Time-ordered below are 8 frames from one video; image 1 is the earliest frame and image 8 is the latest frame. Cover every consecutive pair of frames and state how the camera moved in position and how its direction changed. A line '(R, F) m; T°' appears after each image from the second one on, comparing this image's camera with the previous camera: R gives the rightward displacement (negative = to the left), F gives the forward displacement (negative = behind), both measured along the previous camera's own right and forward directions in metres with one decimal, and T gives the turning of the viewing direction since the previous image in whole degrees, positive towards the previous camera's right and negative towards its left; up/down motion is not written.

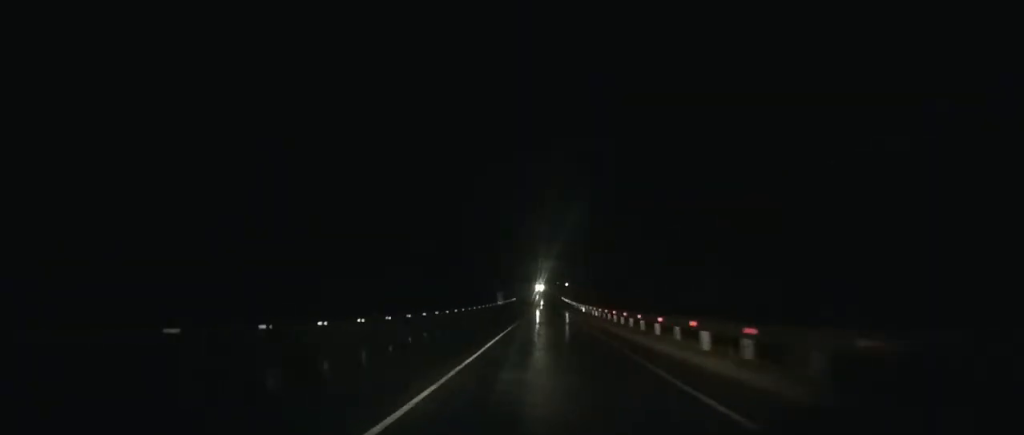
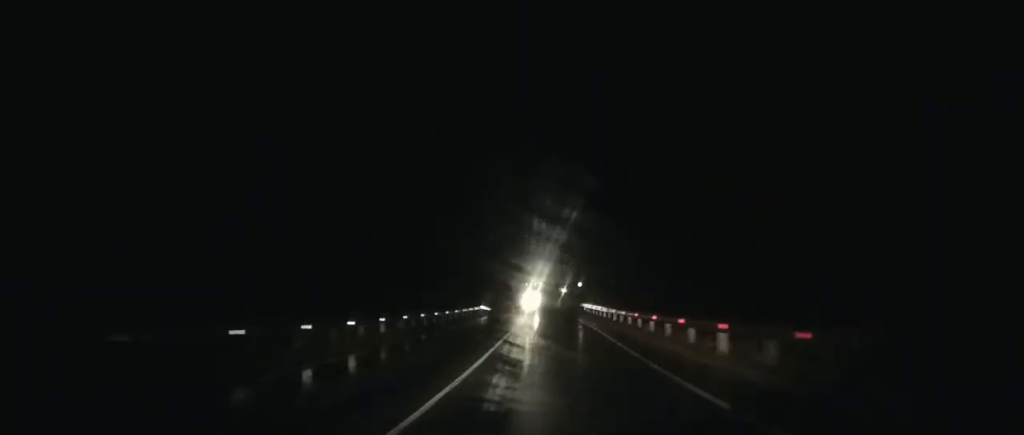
(+0.5, +69.0) m; +1°
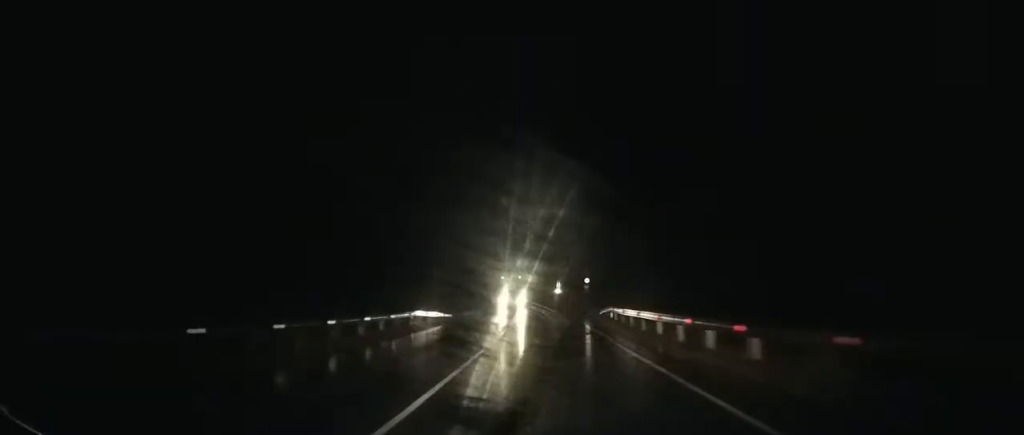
(+0.2, +27.8) m; 0°
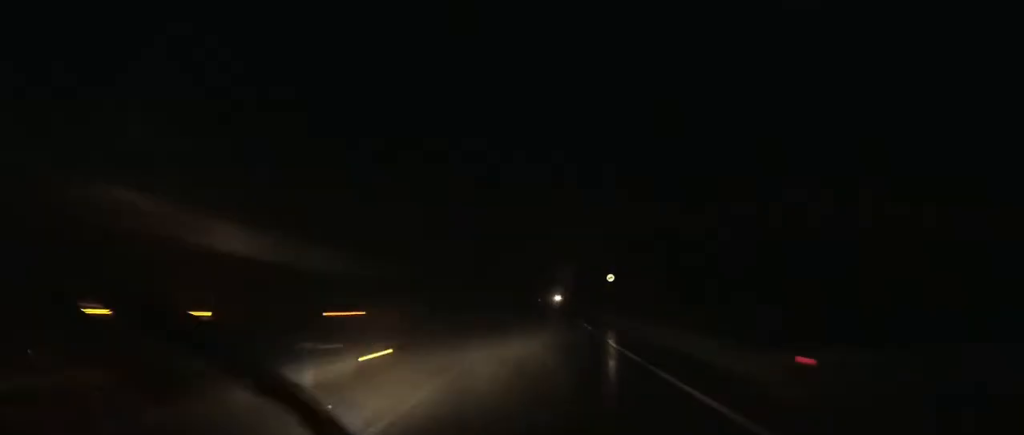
(+0.2, +29.7) m; 0°
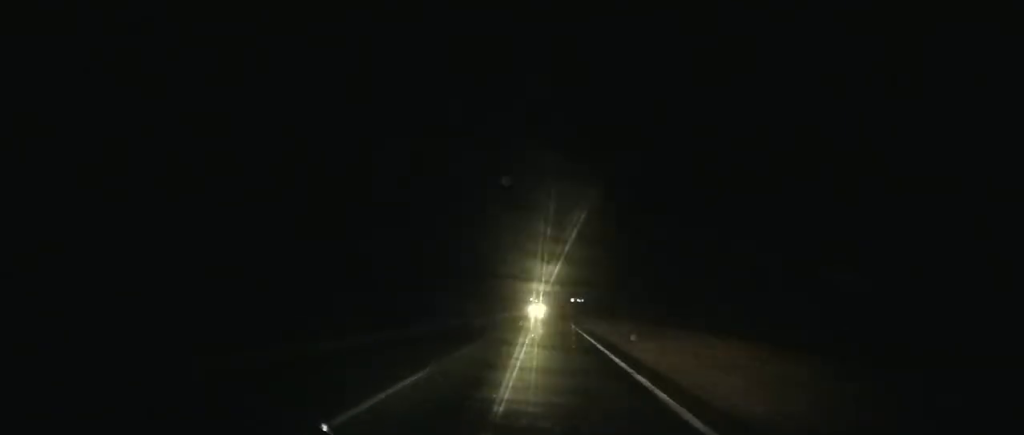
(-0.4, +165.7) m; -1°
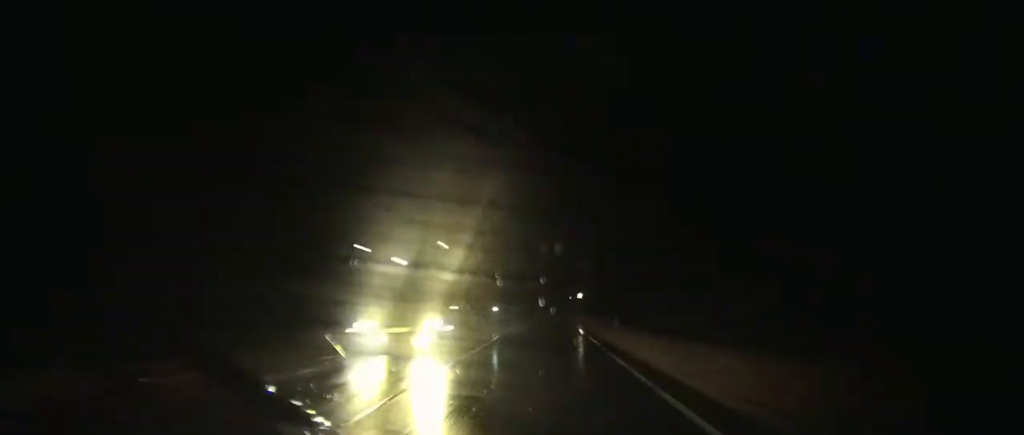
(-0.2, +53.6) m; +1°
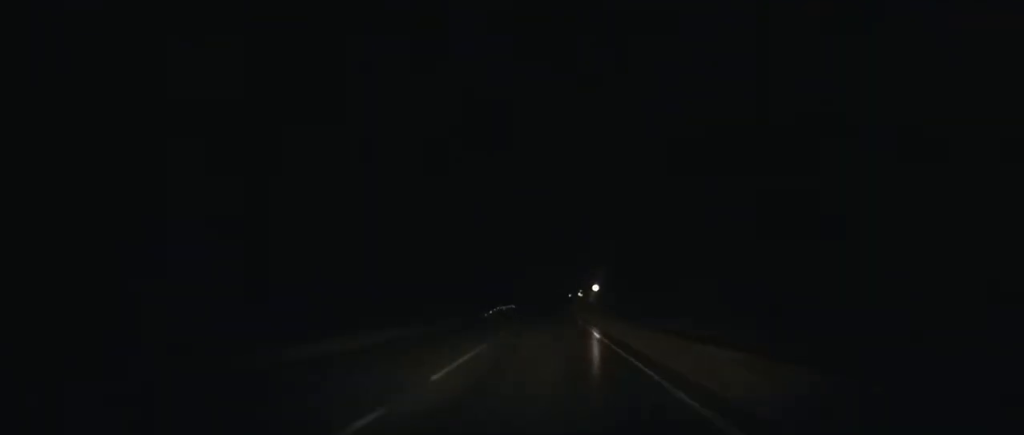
(+0.3, +35.3) m; +1°
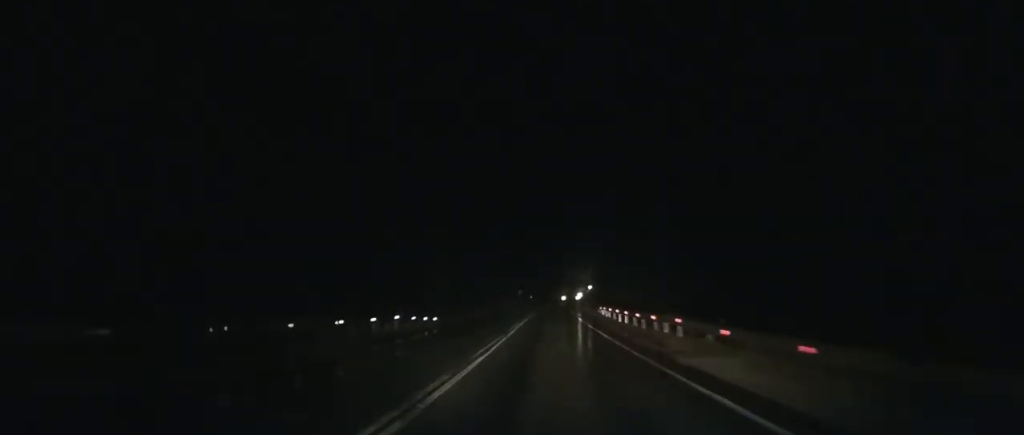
(+0.7, +76.4) m; +1°
